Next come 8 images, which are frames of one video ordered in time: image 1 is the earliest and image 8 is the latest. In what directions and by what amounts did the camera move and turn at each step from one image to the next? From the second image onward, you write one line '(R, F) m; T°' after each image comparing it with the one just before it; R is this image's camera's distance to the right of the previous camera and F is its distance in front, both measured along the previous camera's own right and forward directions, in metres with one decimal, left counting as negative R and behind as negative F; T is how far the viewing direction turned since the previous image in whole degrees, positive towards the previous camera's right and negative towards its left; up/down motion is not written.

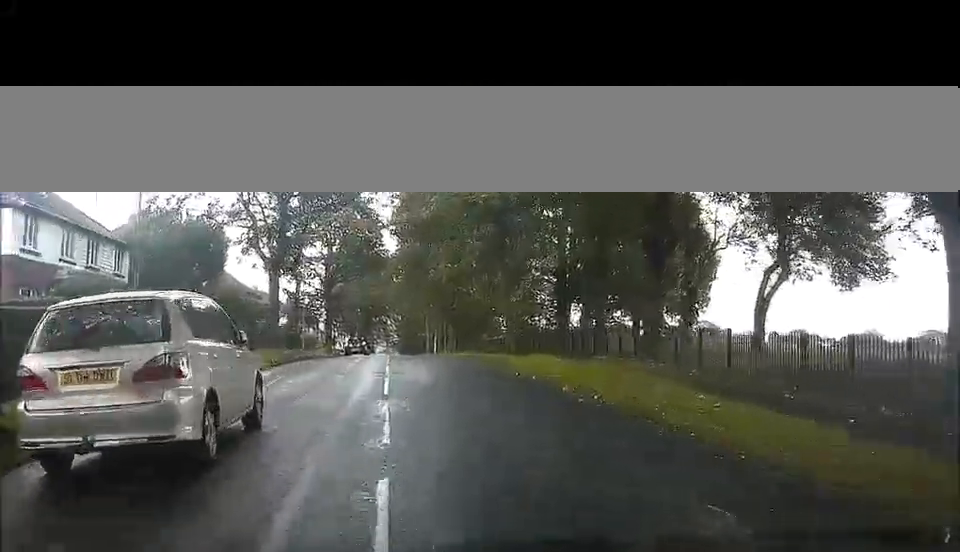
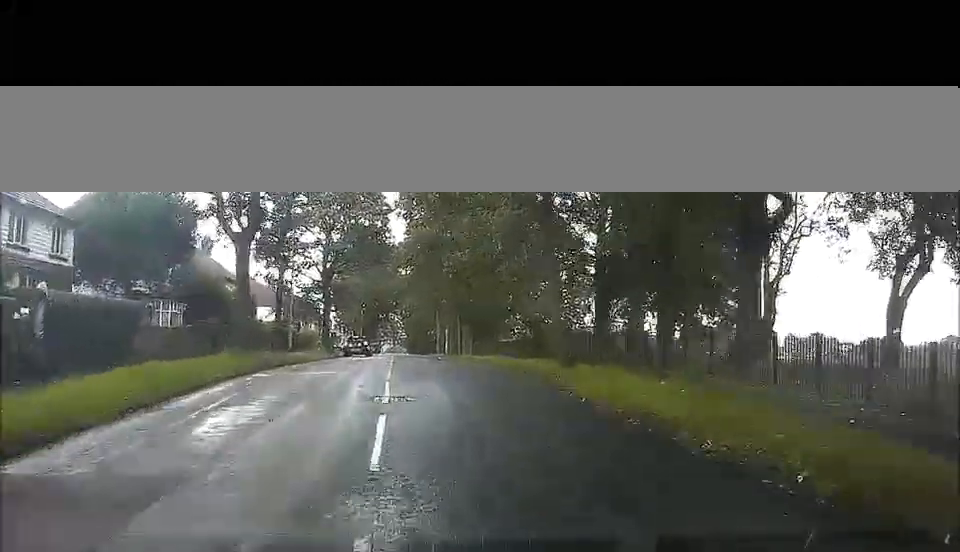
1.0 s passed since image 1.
(-0.1, +7.7) m; -3°
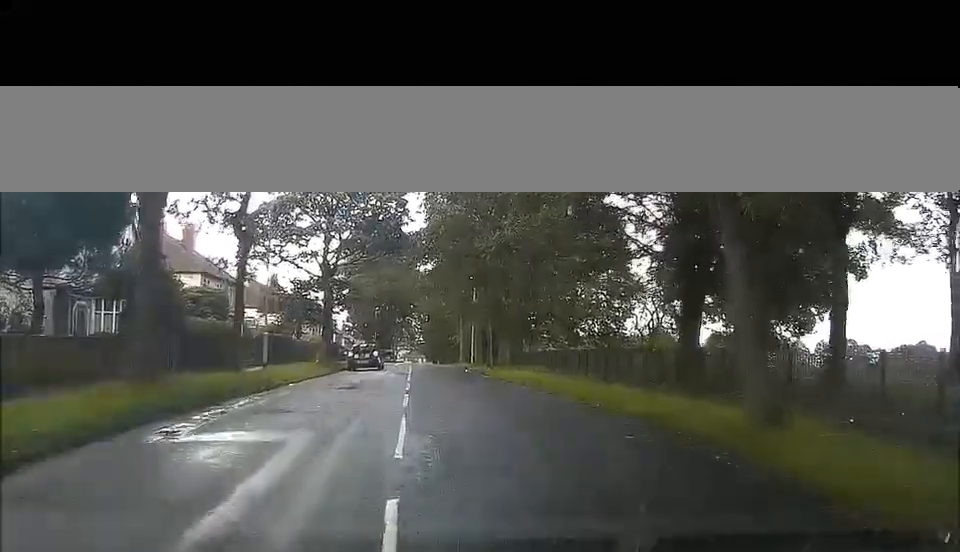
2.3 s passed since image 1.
(-0.2, +10.4) m; +2°
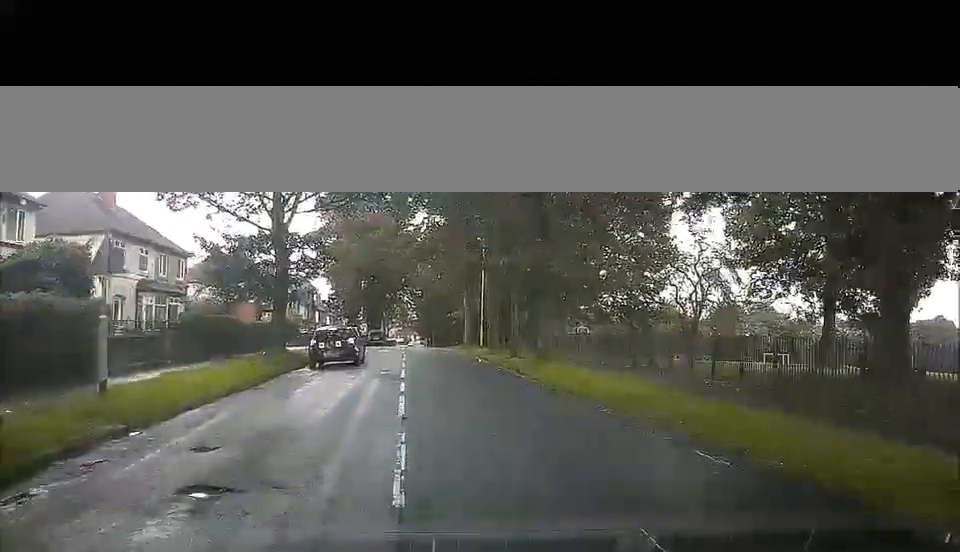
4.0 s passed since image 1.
(+0.3, +13.6) m; -1°
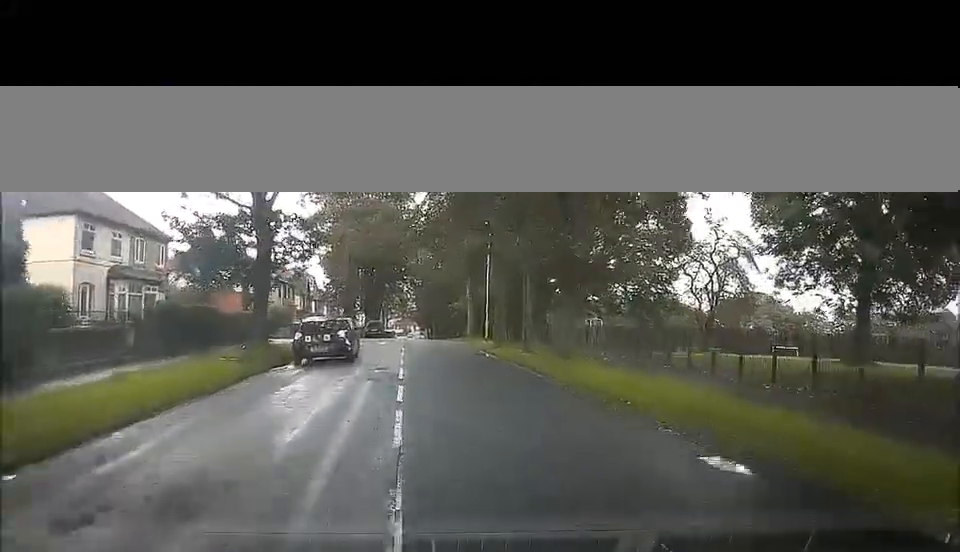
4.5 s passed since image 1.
(-0.1, +3.6) m; -1°
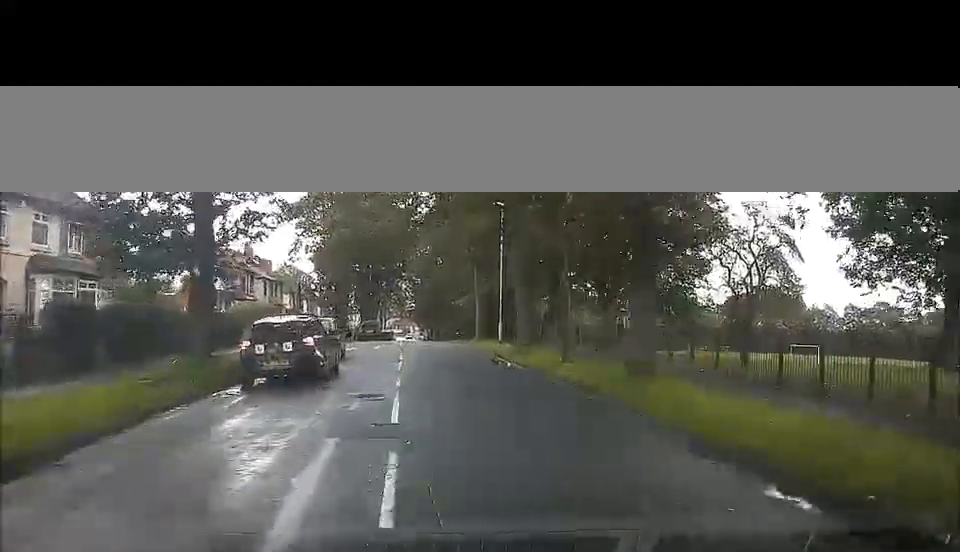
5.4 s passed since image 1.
(-0.1, +7.4) m; -2°
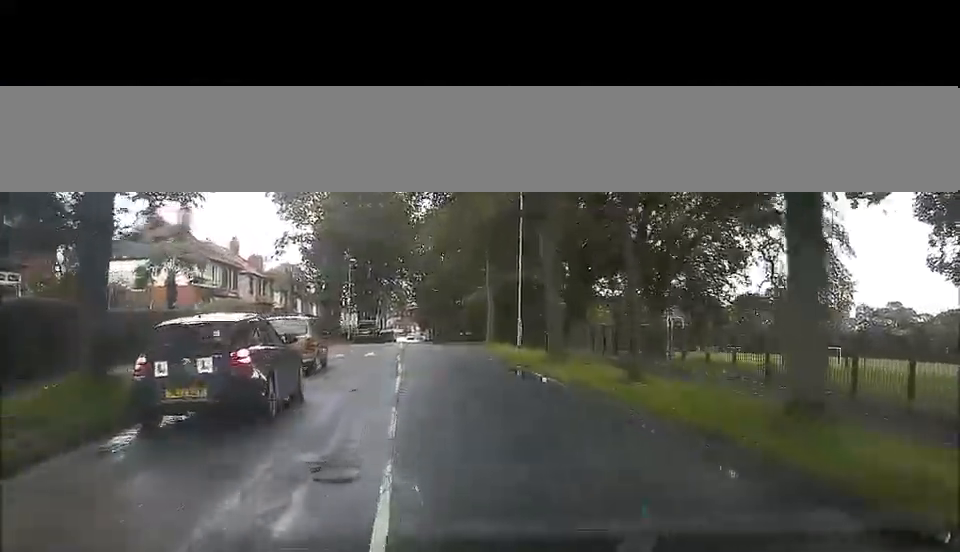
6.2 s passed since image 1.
(0.0, +6.7) m; -2°
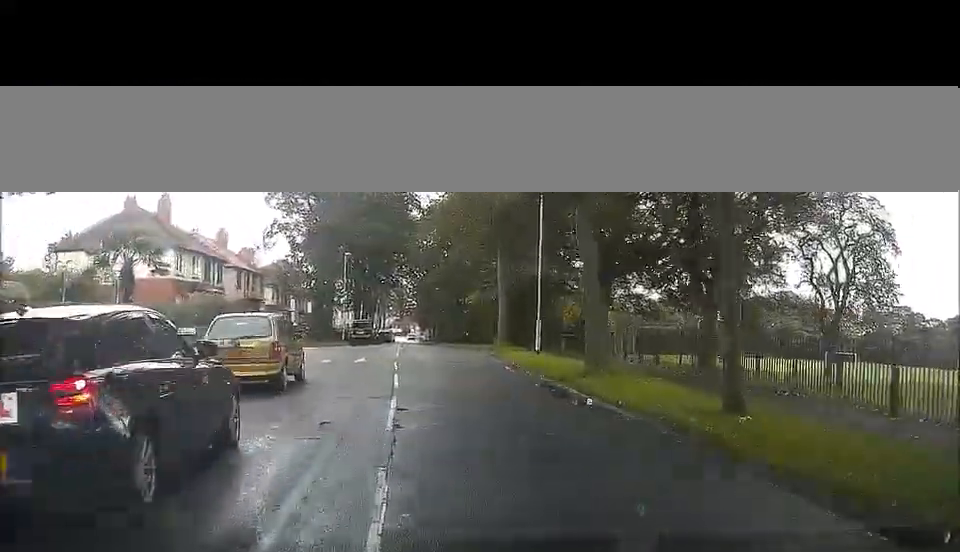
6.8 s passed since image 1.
(0.0, +5.2) m; -2°
